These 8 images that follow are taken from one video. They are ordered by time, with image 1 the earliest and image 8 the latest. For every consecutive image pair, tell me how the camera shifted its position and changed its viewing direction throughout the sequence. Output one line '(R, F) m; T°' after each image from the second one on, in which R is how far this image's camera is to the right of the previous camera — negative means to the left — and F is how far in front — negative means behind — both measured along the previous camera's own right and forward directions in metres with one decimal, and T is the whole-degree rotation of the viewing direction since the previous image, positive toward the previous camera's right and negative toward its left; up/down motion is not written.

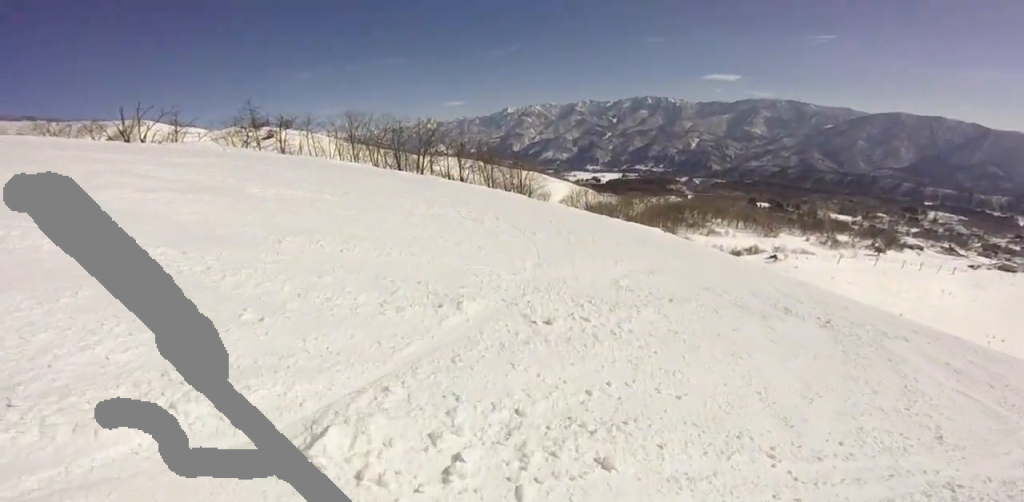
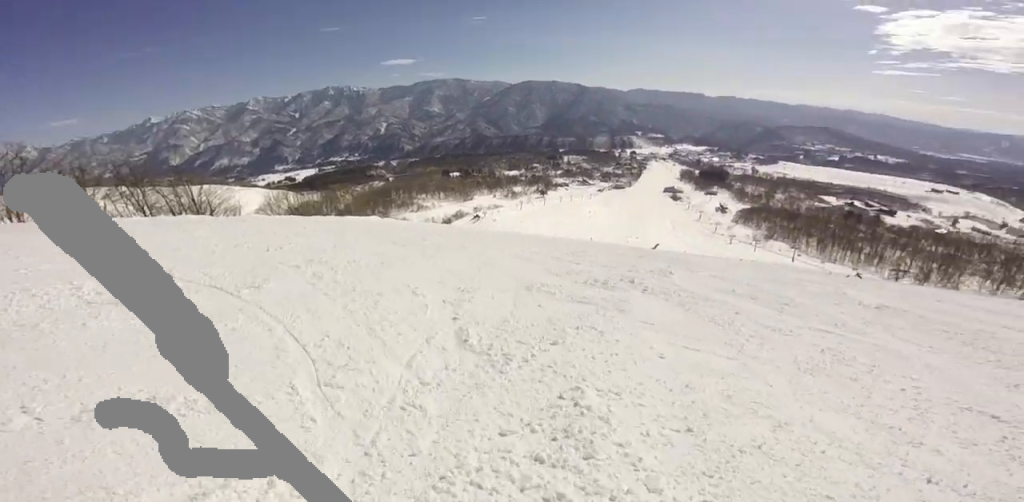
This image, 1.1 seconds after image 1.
(+0.1, +4.7) m; +14°
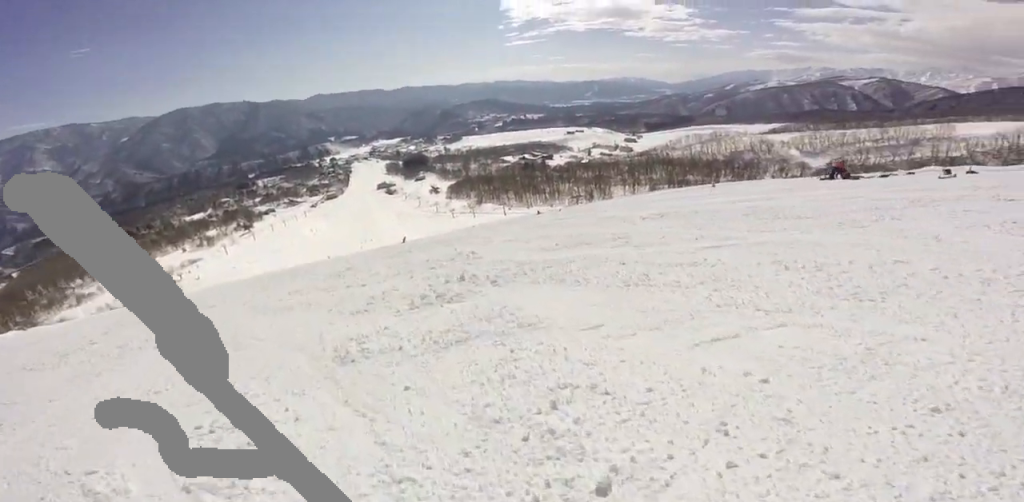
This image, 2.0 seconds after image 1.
(+0.3, +3.3) m; +32°
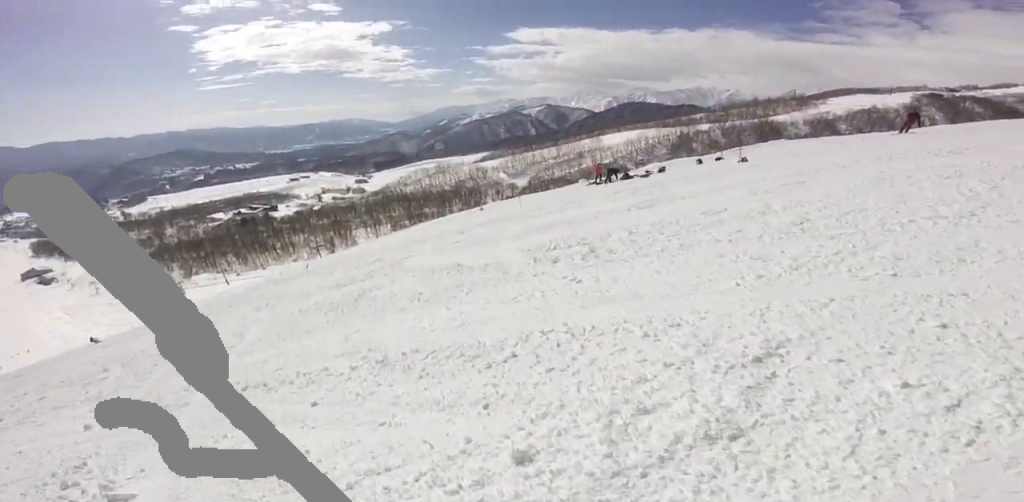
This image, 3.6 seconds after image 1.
(+3.4, +6.3) m; +52°
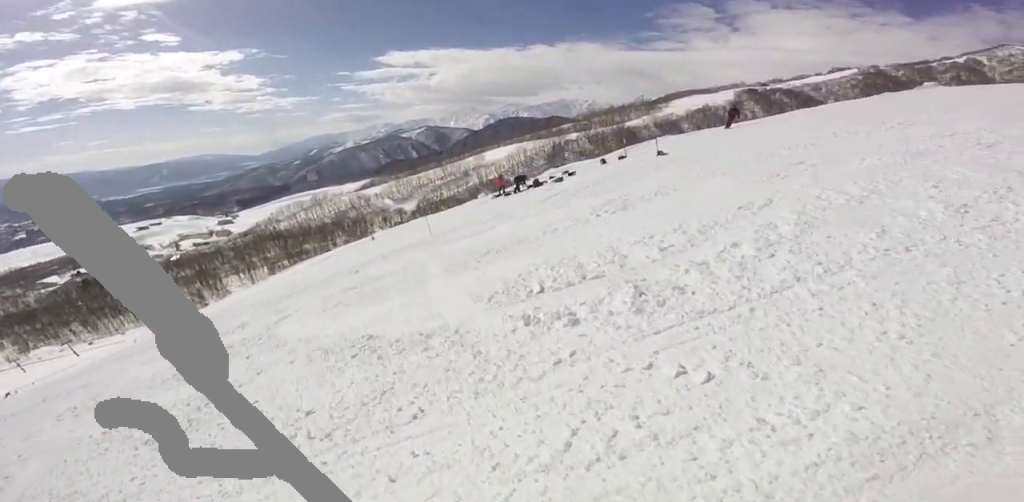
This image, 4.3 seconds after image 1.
(+0.6, +2.5) m; +11°
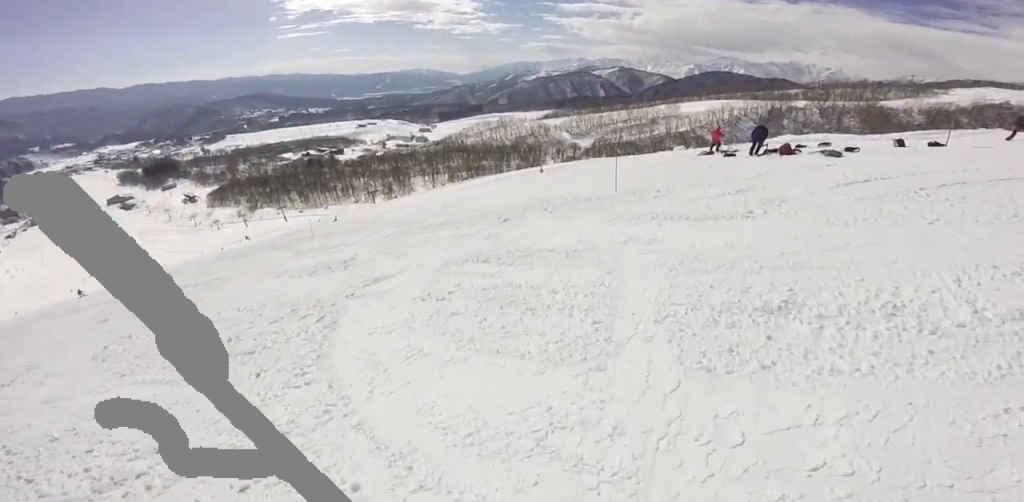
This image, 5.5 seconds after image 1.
(+0.2, +3.9) m; +3°
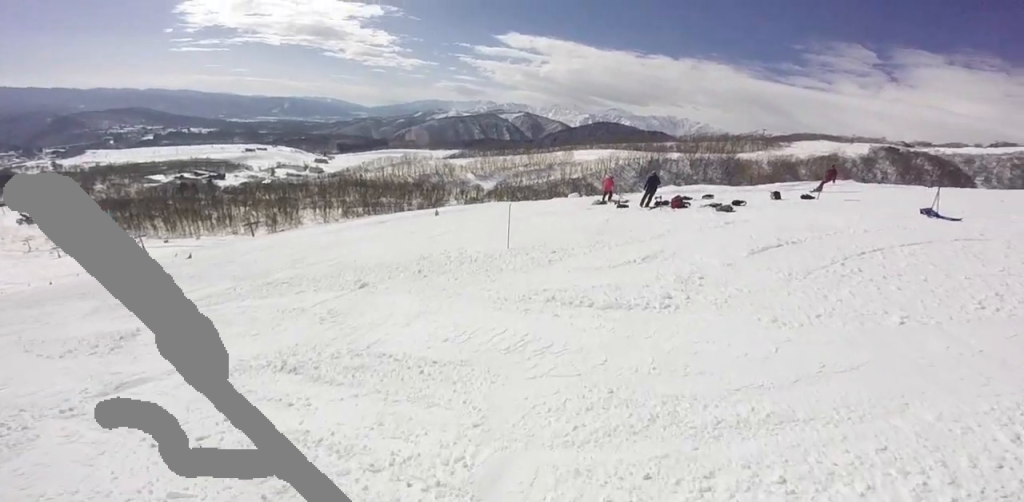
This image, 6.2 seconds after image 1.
(-0.1, +2.3) m; -1°
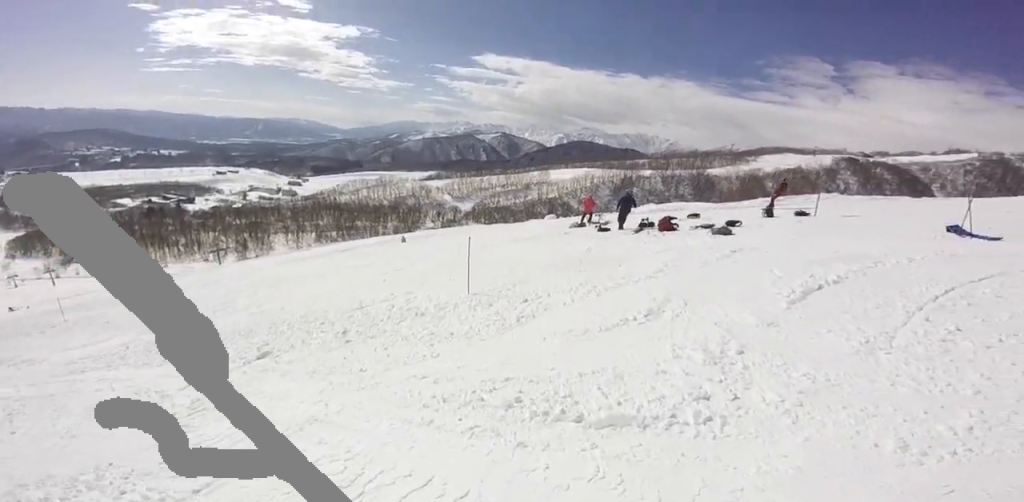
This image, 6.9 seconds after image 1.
(+0.7, +2.7) m; -6°
